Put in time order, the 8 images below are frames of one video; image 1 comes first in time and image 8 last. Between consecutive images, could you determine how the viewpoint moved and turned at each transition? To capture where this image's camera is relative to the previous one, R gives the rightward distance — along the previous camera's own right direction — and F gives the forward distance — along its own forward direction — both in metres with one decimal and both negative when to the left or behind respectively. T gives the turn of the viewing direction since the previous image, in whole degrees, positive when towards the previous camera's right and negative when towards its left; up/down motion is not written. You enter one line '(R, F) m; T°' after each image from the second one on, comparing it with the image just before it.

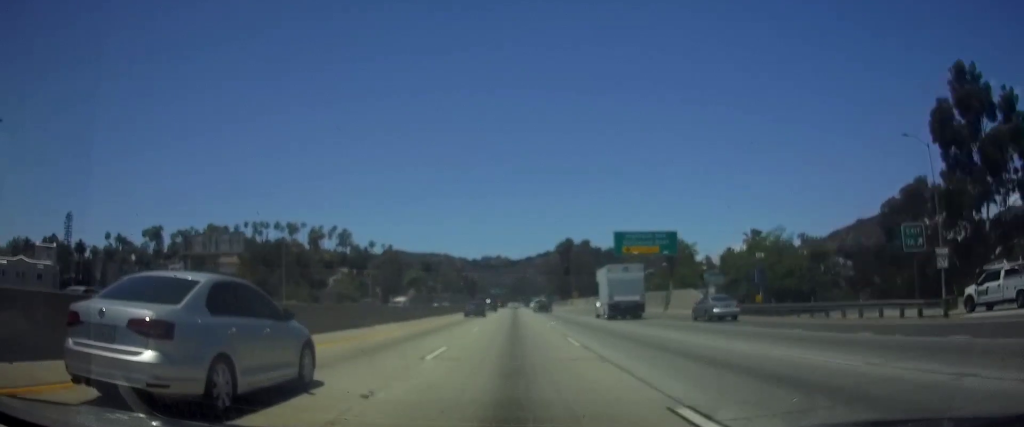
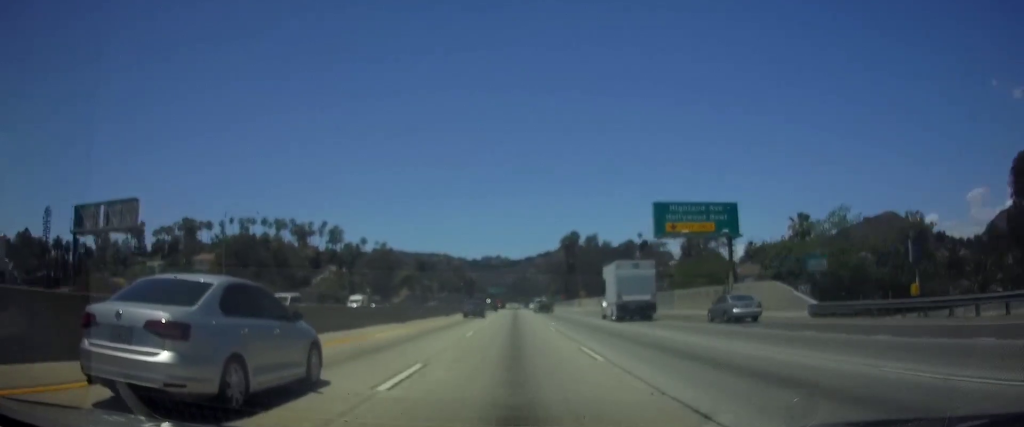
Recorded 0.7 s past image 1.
(0.0, +19.2) m; 0°
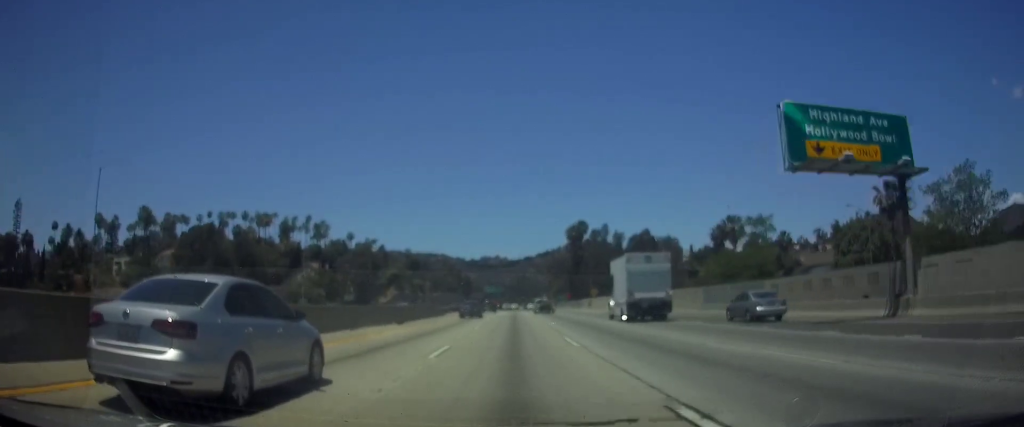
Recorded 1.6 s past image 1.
(0.0, +24.5) m; 0°
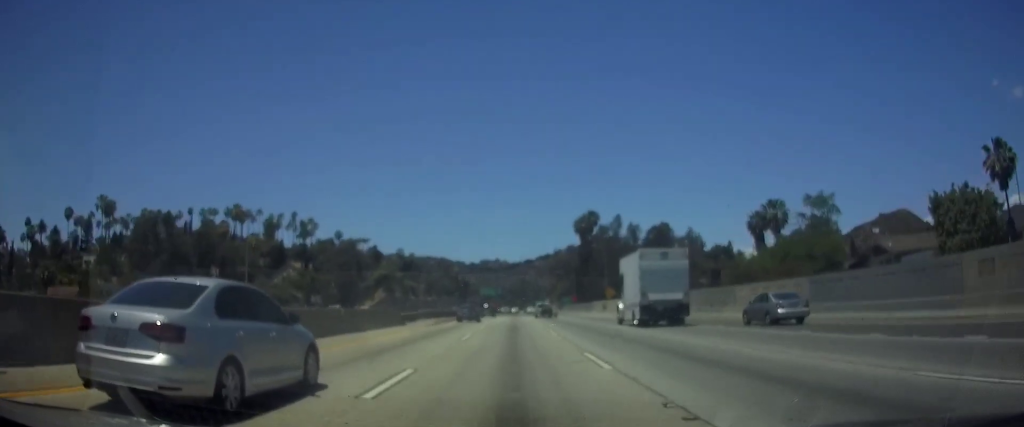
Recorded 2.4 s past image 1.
(0.0, +20.7) m; 0°
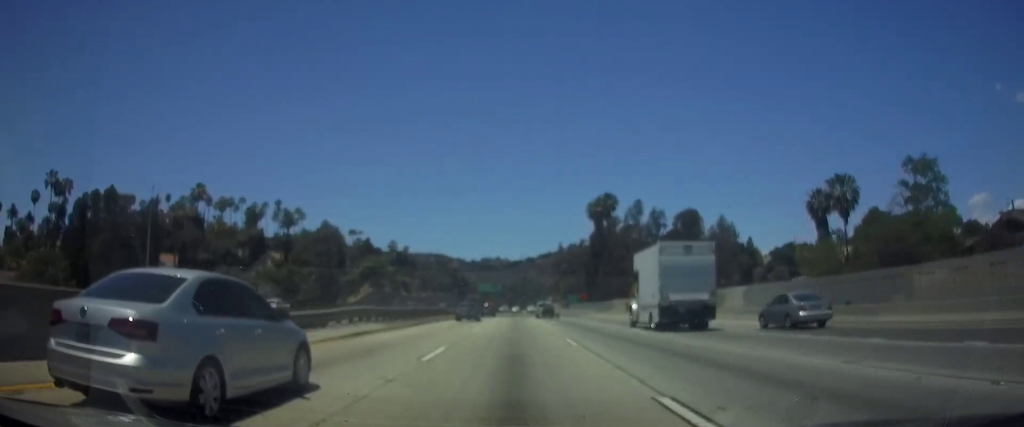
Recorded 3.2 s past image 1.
(-0.1, +22.5) m; 0°
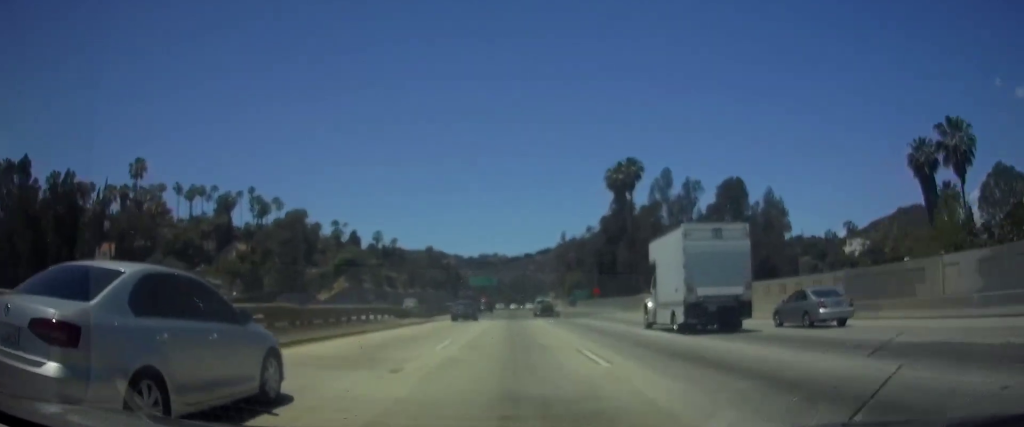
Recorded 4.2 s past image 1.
(+0.2, +26.0) m; 0°
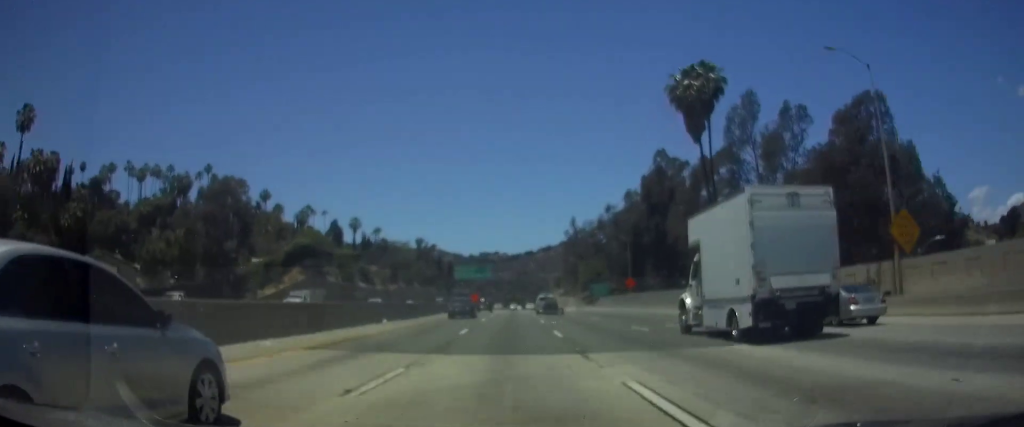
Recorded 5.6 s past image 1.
(-0.1, +37.7) m; 0°
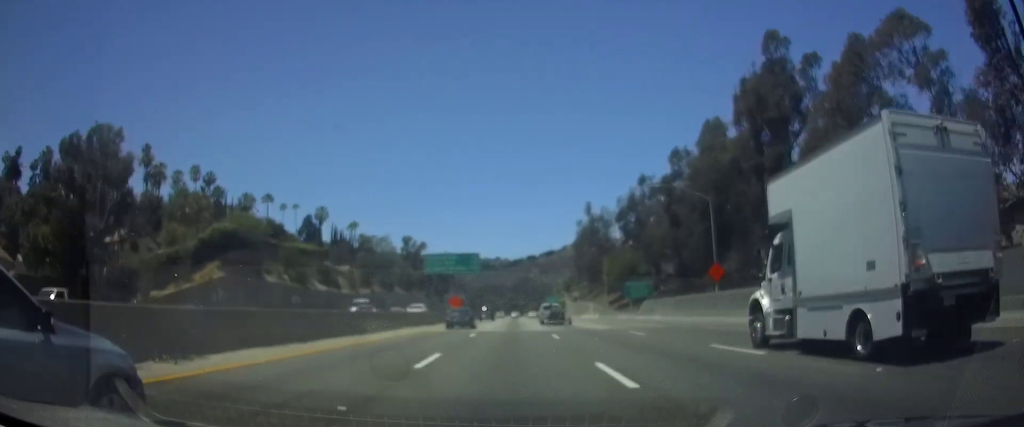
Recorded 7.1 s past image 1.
(0.0, +40.5) m; 0°
